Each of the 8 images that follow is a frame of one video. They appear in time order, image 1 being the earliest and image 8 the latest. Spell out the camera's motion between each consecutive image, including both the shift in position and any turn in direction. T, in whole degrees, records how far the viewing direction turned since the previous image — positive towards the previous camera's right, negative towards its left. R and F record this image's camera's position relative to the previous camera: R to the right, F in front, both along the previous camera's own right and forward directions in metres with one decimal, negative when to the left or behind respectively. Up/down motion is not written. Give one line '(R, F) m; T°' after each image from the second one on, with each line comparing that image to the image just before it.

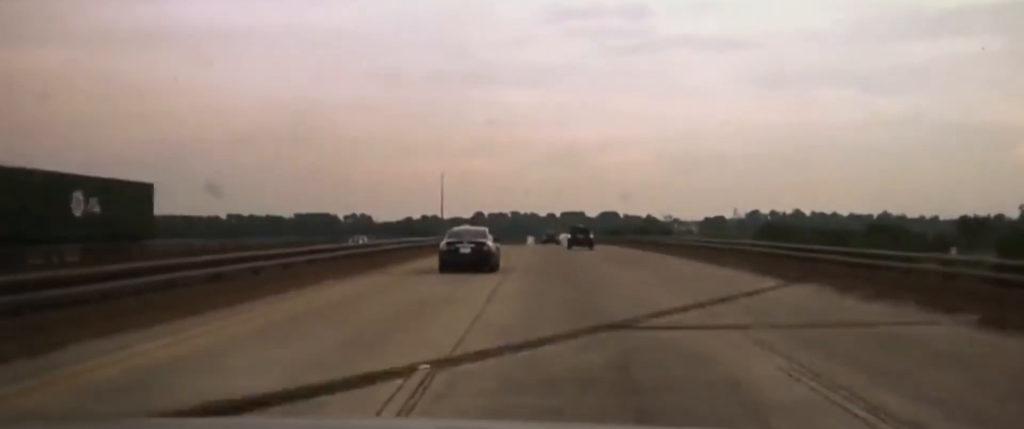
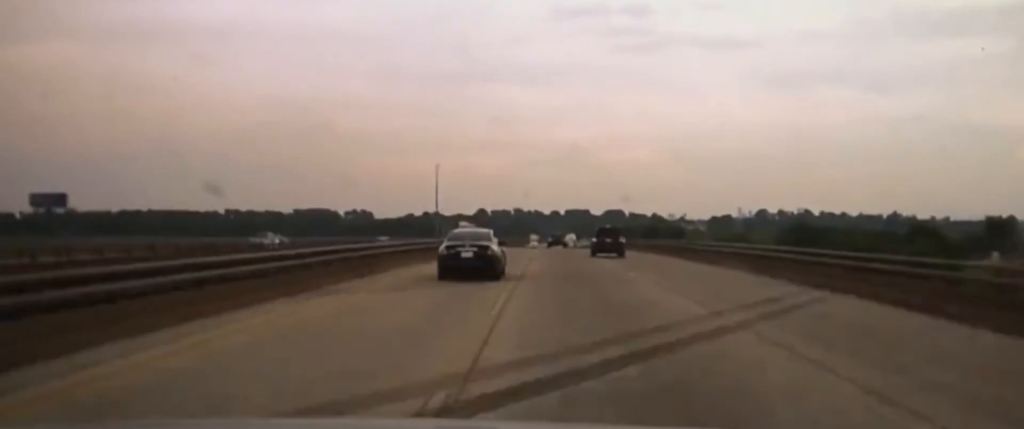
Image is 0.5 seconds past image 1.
(0.0, +25.9) m; -1°
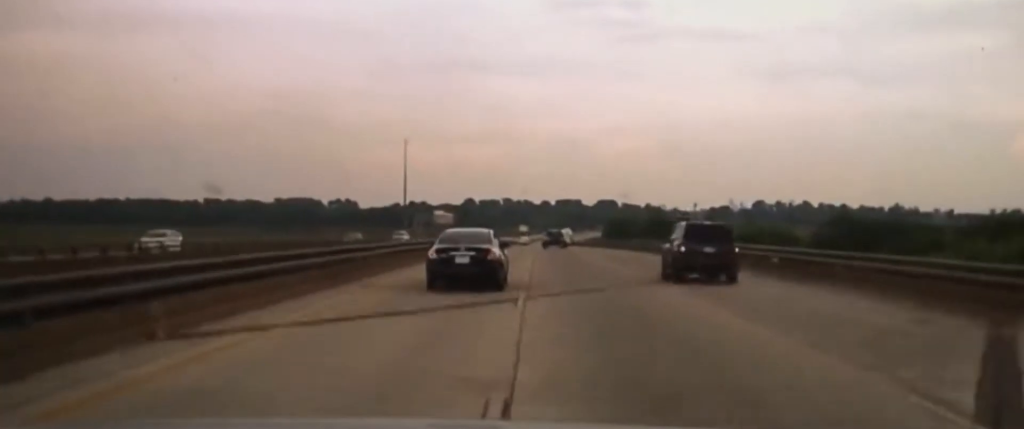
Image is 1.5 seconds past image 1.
(-0.6, +50.2) m; 0°
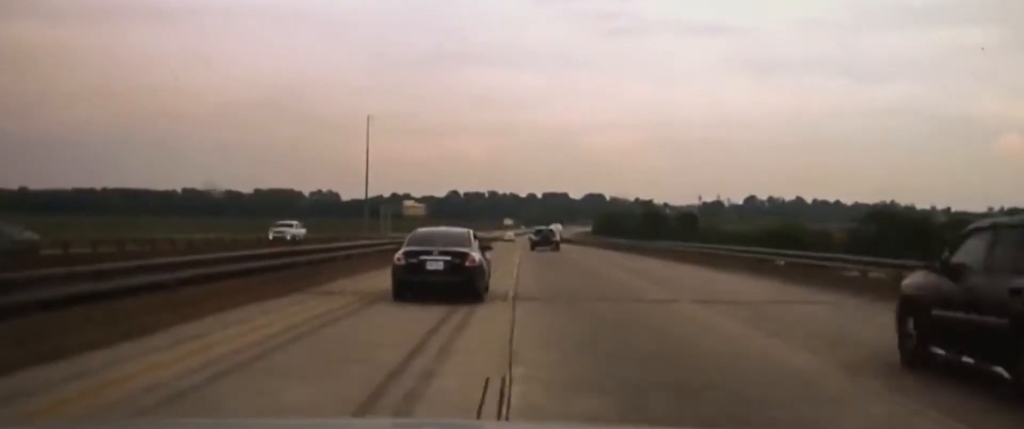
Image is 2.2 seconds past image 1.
(+0.3, +35.6) m; +1°
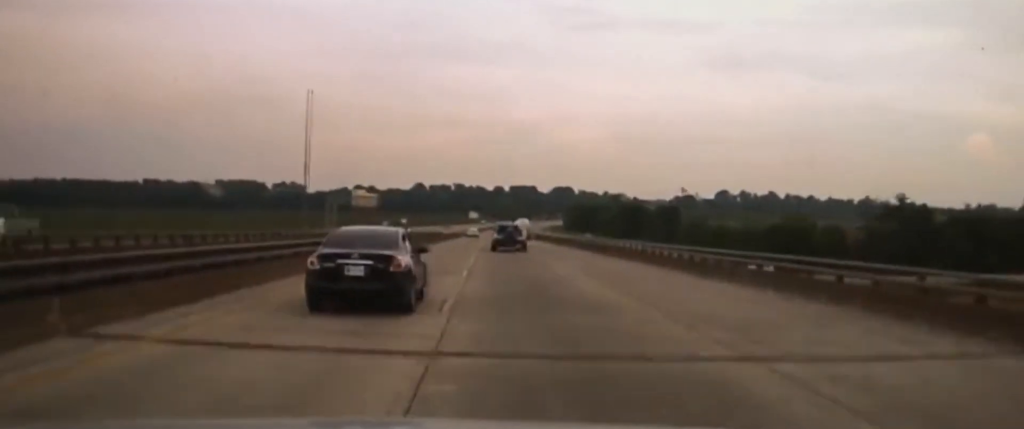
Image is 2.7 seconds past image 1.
(+0.1, +24.6) m; 0°
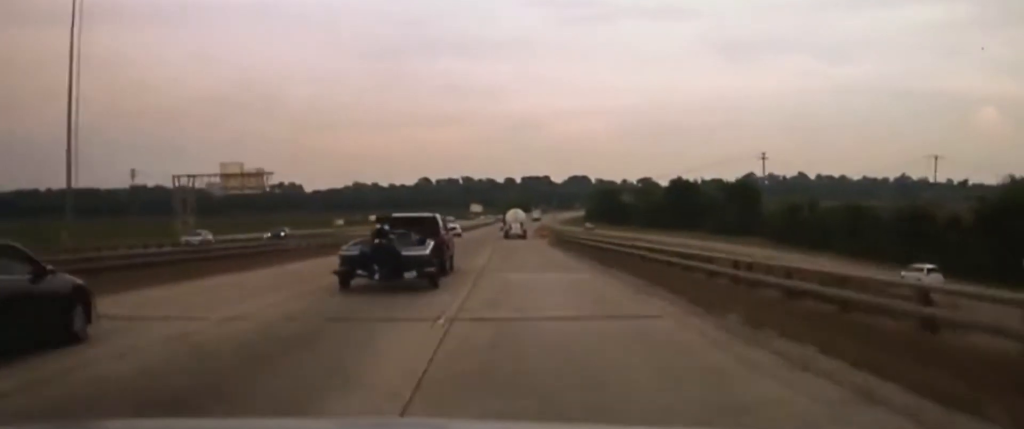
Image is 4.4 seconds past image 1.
(+0.7, +90.2) m; 0°
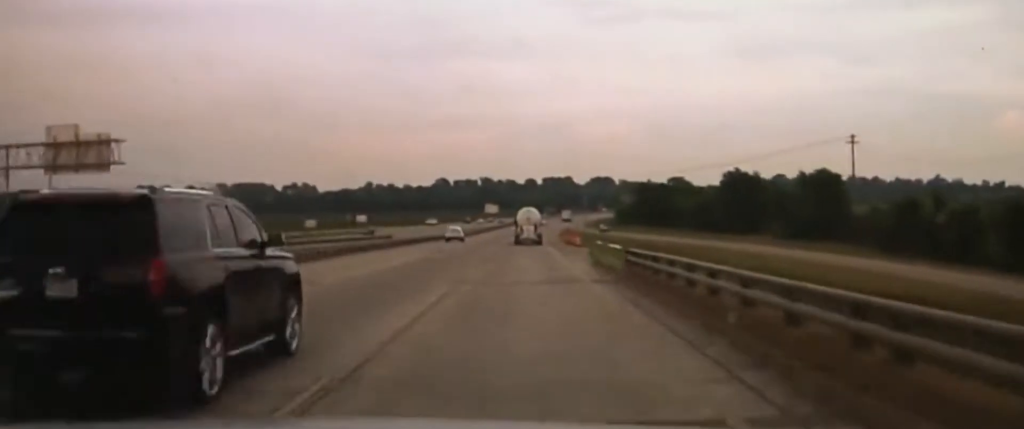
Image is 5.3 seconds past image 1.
(0.0, +44.3) m; 0°
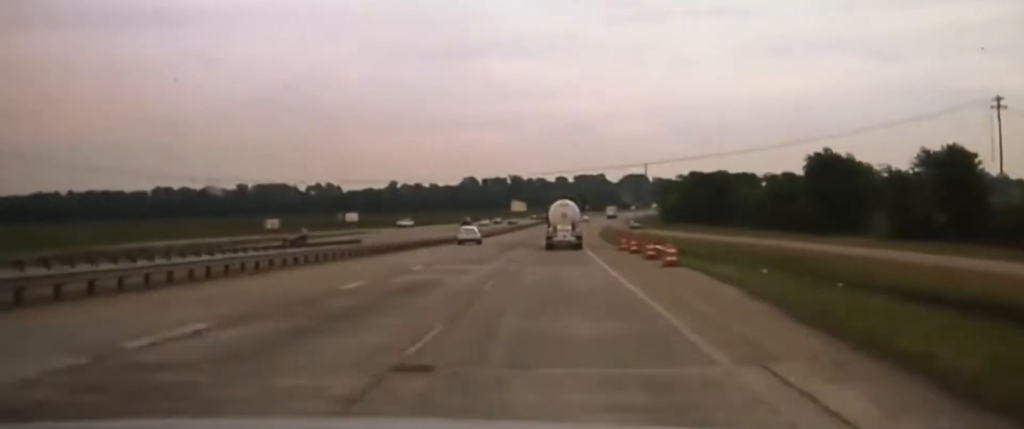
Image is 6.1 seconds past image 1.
(0.0, +37.6) m; 0°
